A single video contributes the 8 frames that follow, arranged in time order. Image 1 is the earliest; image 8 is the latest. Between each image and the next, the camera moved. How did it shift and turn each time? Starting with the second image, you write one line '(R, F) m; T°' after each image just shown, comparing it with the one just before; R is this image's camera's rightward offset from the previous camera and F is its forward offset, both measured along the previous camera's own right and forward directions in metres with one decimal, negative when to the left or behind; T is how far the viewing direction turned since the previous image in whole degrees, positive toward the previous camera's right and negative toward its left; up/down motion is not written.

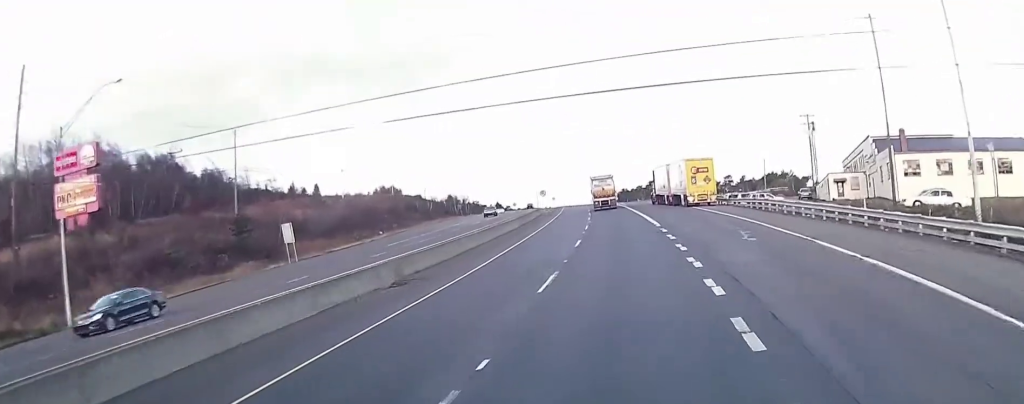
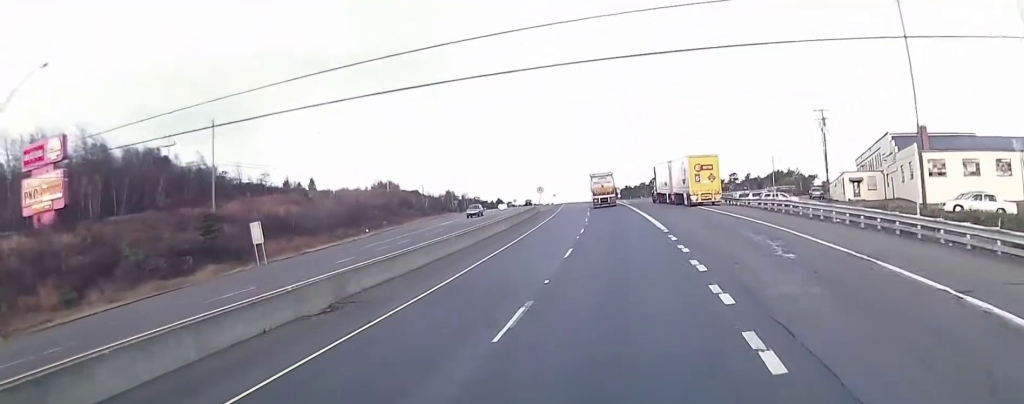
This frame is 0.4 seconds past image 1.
(0.0, +5.7) m; 0°
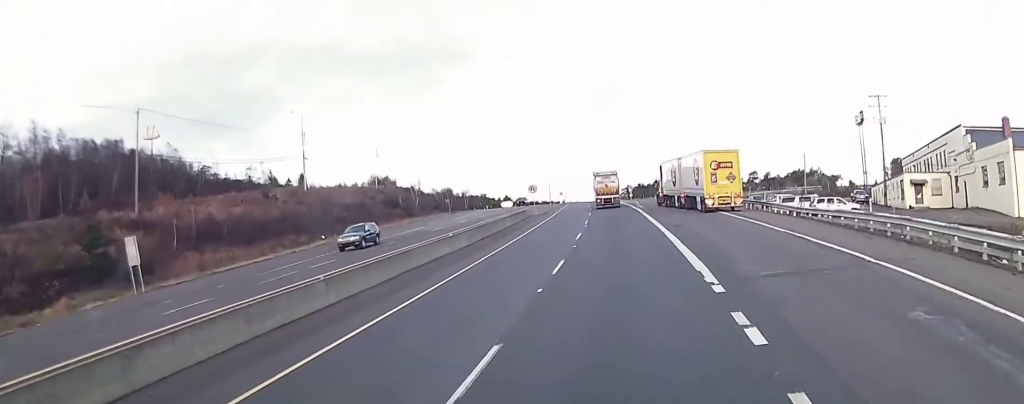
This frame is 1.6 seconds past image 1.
(0.0, +16.5) m; -2°
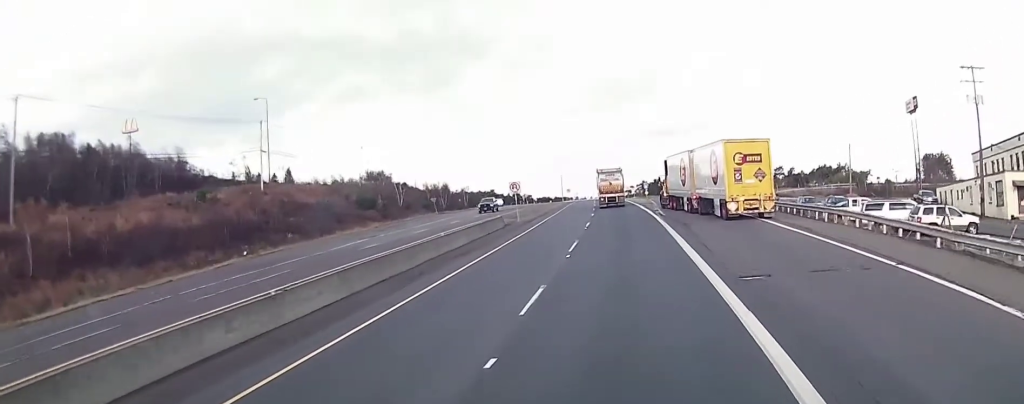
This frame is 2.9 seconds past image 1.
(-0.5, +18.5) m; 0°
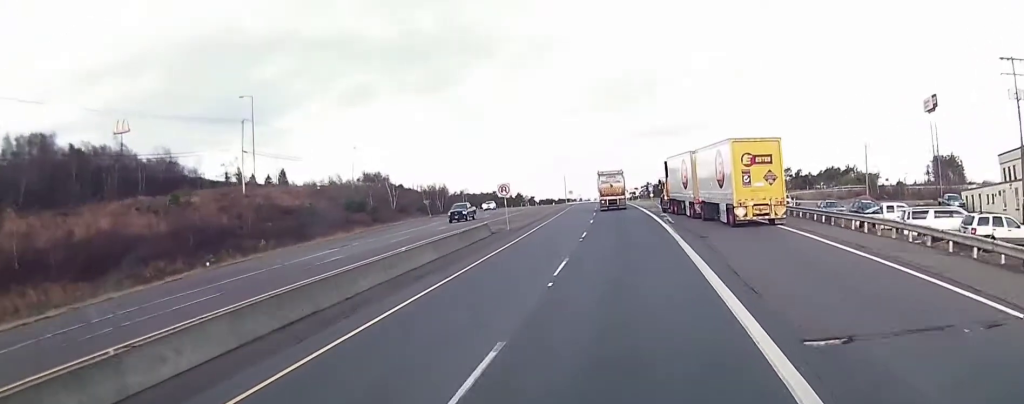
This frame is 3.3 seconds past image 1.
(+0.3, +6.0) m; 0°
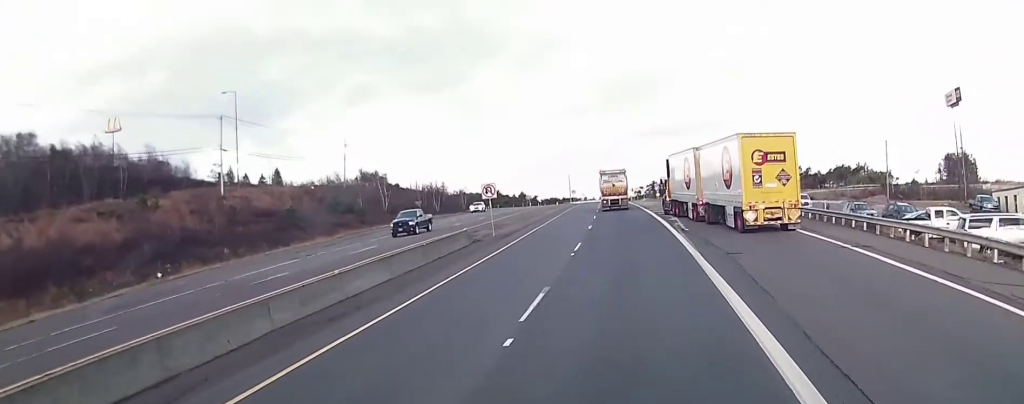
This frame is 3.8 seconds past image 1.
(+0.1, +6.5) m; 0°
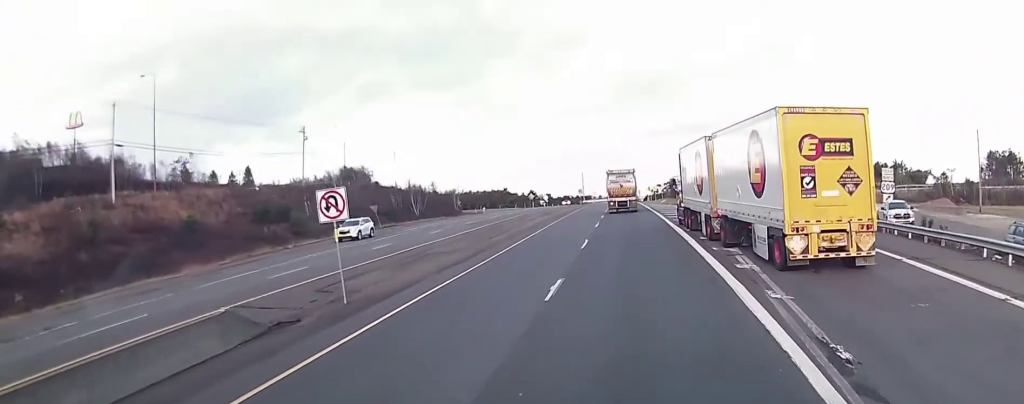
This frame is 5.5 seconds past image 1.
(-0.7, +23.5) m; -1°
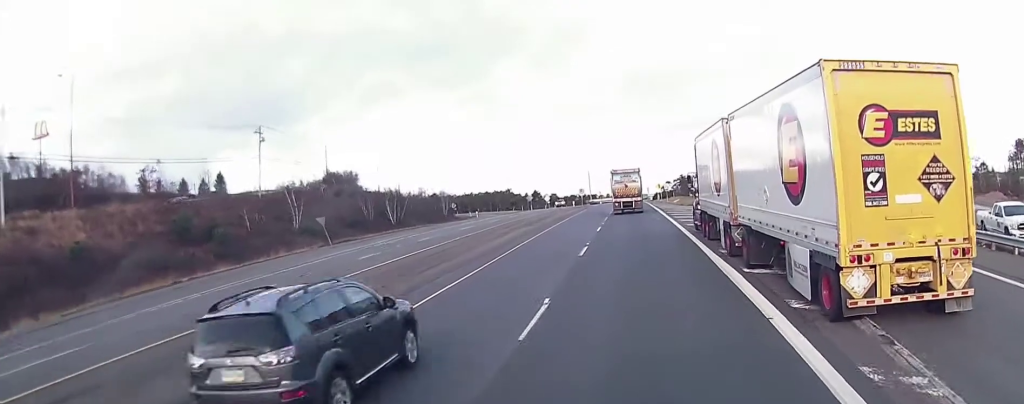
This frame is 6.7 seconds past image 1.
(+0.2, +15.3) m; -1°
